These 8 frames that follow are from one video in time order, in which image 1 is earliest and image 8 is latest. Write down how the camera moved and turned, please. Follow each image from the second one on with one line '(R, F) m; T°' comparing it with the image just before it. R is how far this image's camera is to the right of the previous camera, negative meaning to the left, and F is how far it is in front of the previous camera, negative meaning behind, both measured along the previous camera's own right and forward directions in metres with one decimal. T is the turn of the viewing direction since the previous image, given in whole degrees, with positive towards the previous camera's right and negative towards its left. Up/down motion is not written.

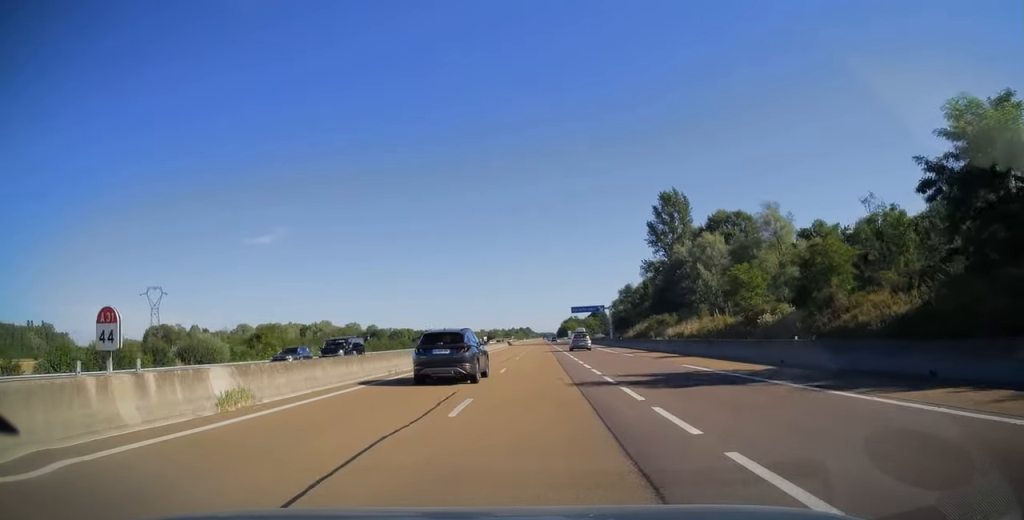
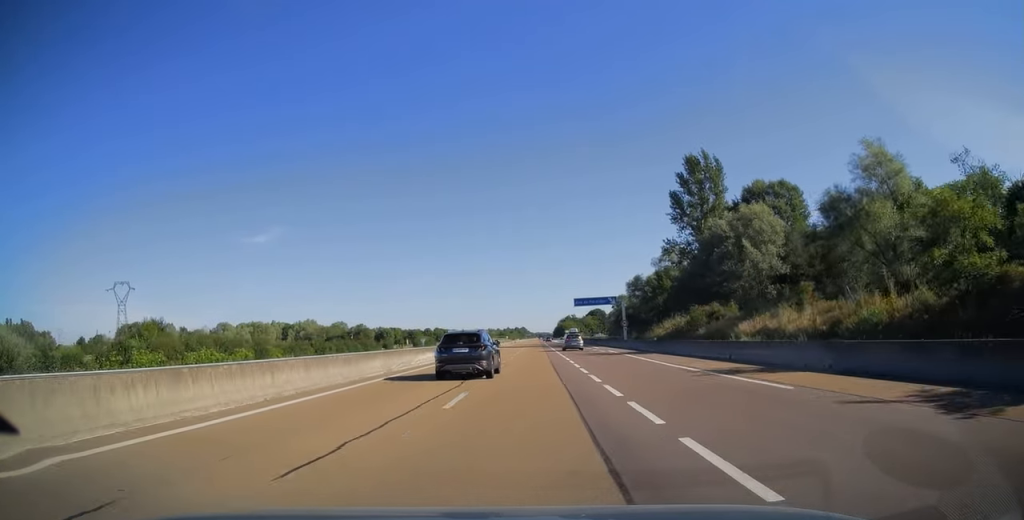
(0.0, +24.6) m; 0°
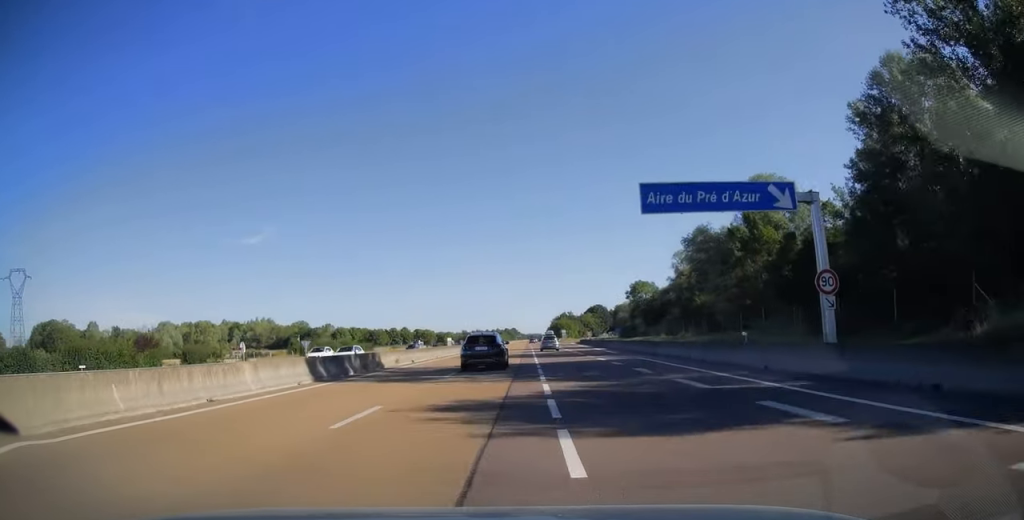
(+0.8, +67.4) m; +1°
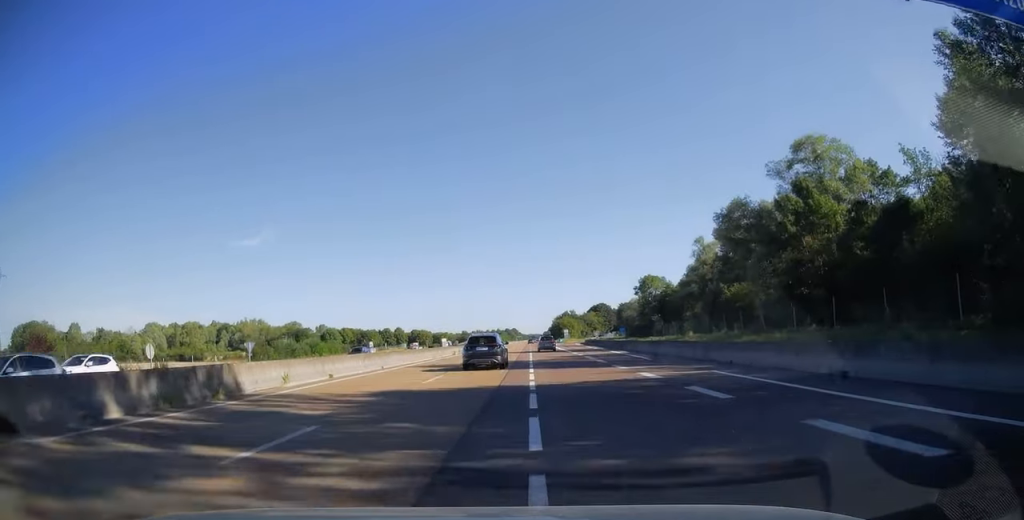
(0.0, +15.8) m; 0°
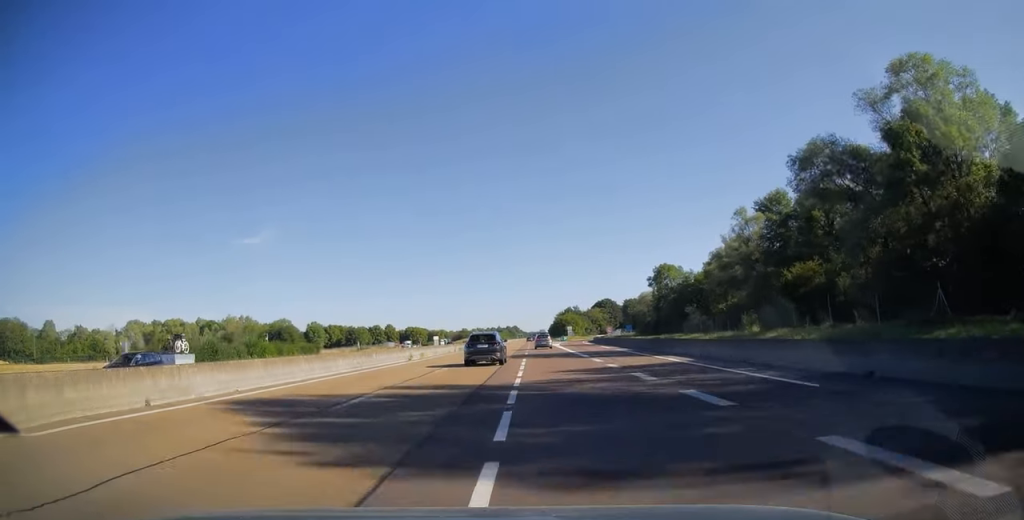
(0.0, +20.8) m; 0°
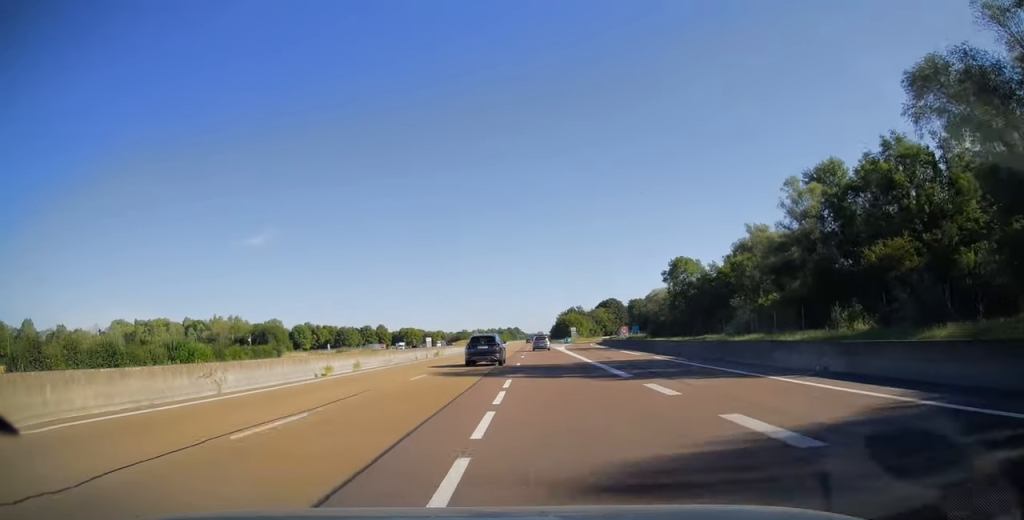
(0.0, +16.8) m; 0°
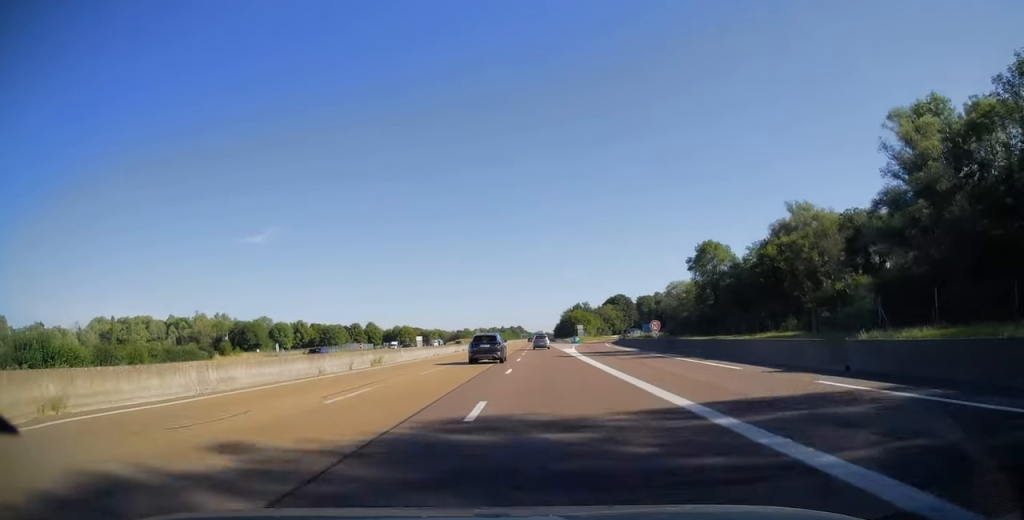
(-0.1, +20.7) m; 0°
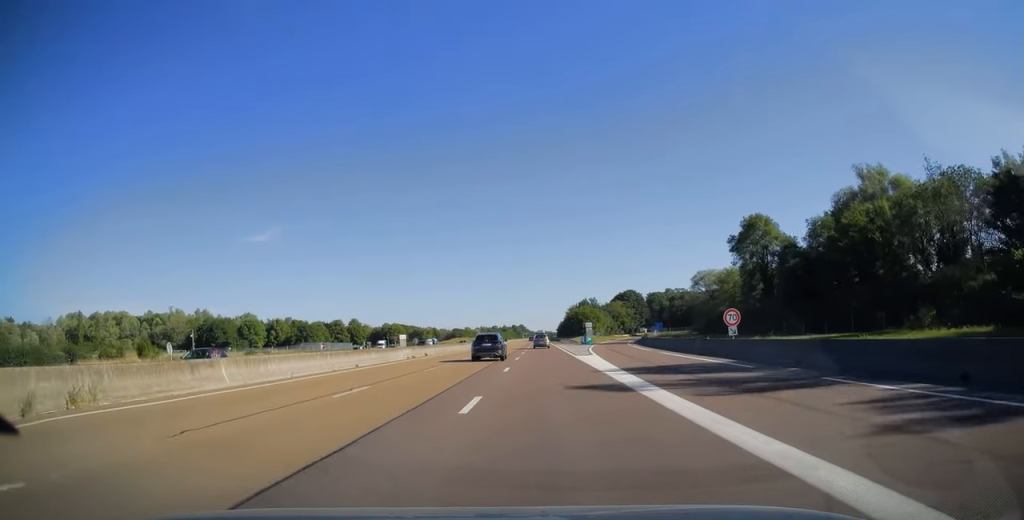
(0.0, +25.0) m; 0°
